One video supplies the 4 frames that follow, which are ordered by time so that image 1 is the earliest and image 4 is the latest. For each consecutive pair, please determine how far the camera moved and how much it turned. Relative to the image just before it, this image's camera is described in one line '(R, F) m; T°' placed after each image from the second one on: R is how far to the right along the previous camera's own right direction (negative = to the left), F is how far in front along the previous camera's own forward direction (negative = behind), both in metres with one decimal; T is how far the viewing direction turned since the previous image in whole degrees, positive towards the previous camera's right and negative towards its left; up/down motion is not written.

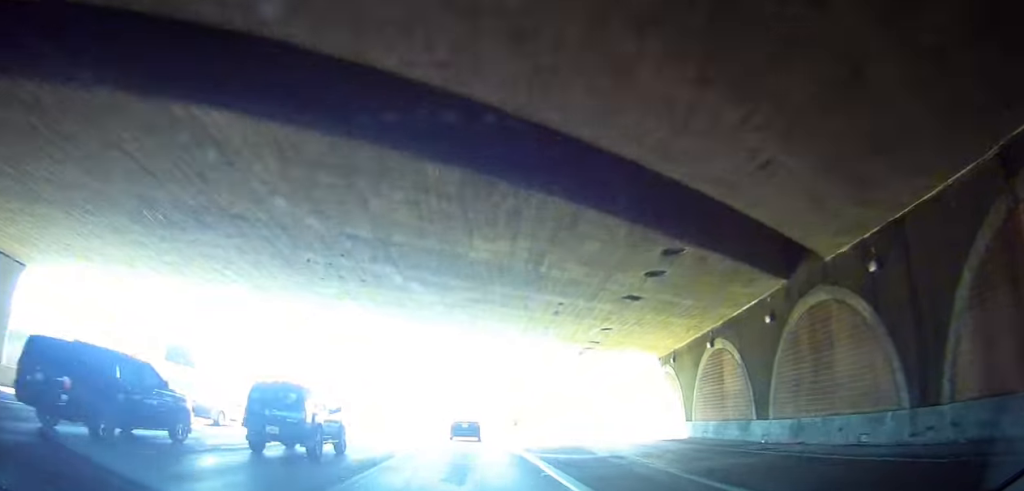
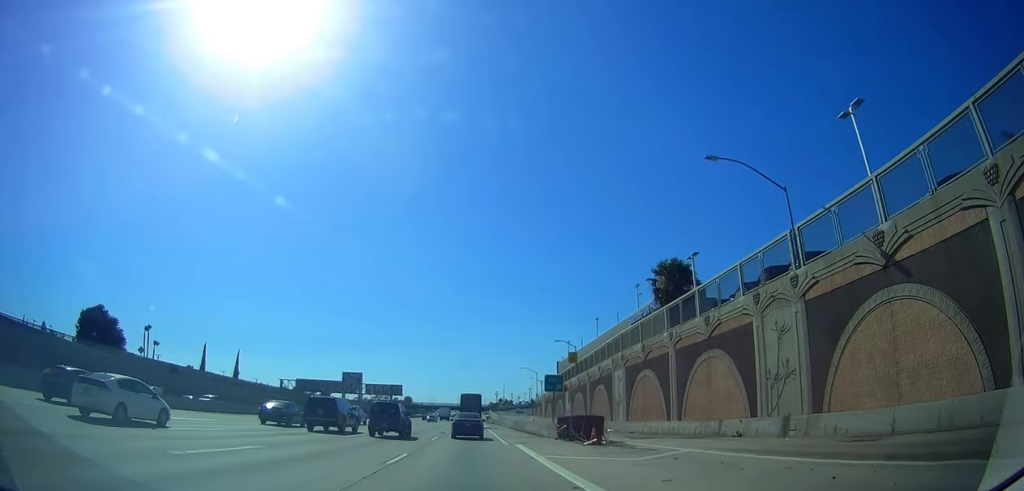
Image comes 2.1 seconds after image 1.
(-0.4, +48.3) m; -2°
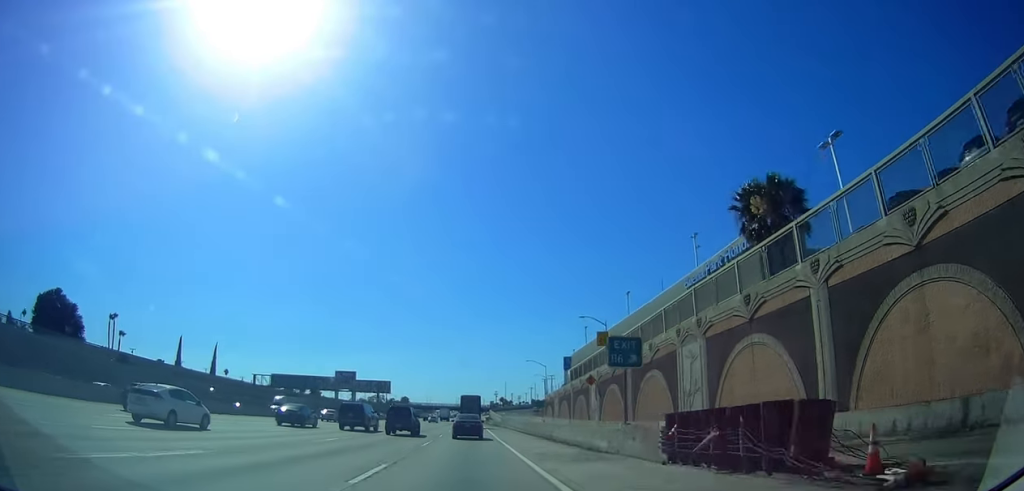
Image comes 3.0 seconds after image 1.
(-0.3, +18.7) m; 0°
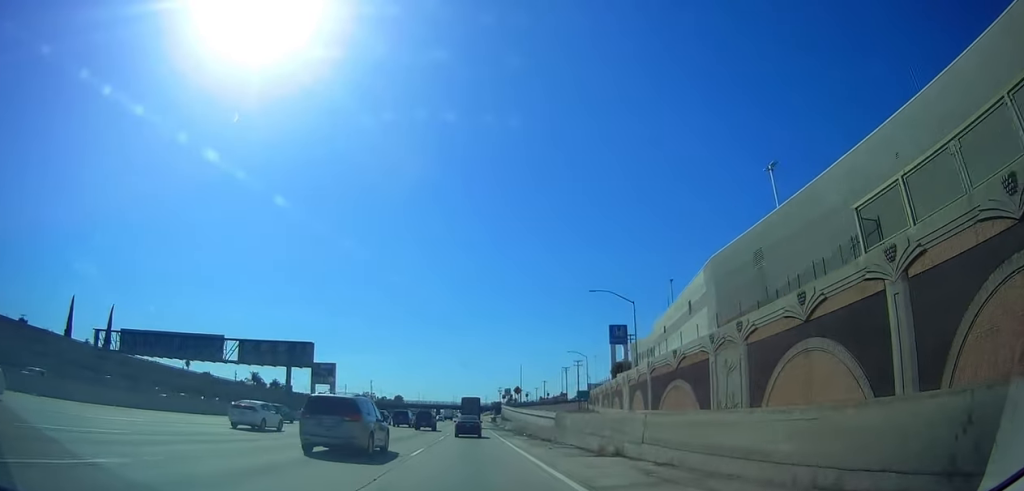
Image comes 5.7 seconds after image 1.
(+0.9, +62.1) m; +1°
